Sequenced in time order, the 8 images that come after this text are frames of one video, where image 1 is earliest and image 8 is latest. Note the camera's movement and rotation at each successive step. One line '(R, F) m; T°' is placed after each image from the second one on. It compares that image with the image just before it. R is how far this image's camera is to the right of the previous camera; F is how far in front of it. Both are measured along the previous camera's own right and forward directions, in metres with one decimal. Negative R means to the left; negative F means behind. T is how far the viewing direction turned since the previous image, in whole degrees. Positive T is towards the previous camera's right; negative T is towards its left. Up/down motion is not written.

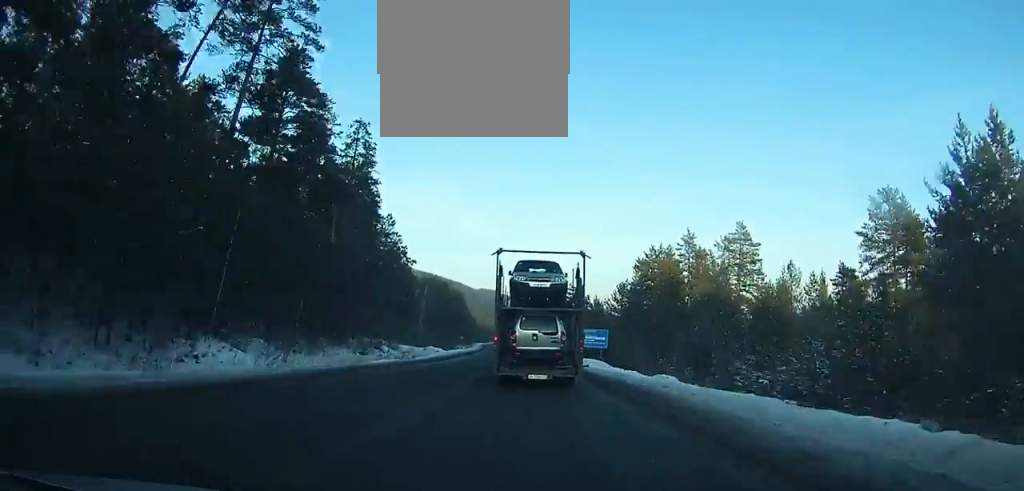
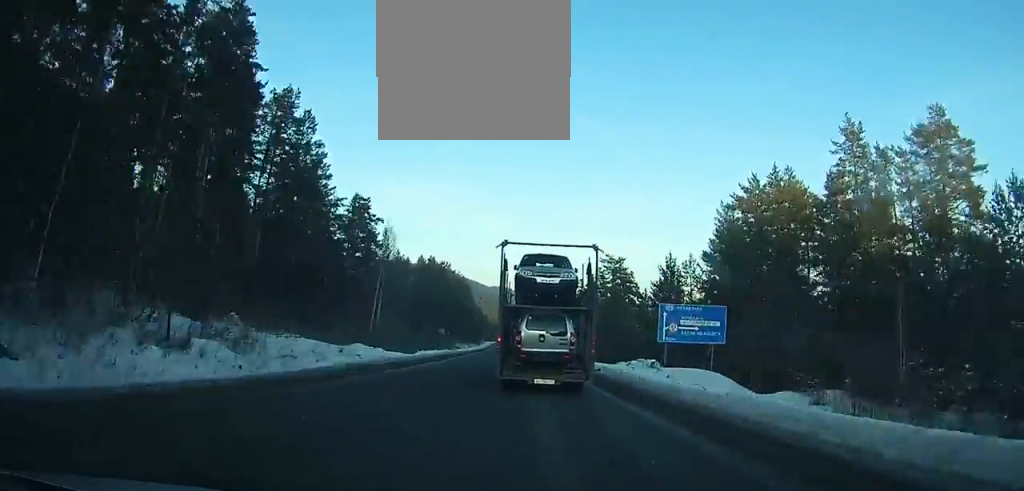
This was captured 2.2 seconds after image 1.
(-1.0, +45.0) m; -2°
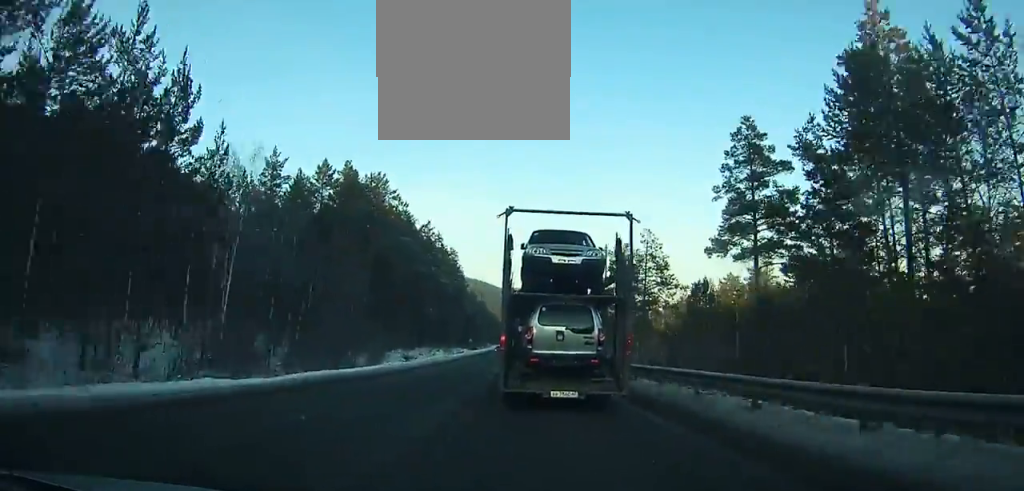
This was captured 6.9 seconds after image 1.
(-0.9, +101.0) m; -1°
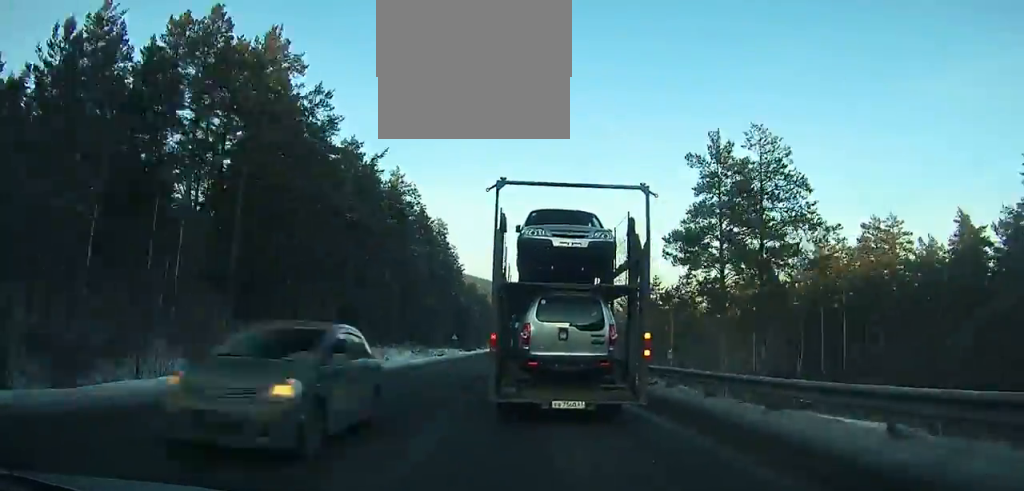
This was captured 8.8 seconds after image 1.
(-0.2, +43.8) m; 0°
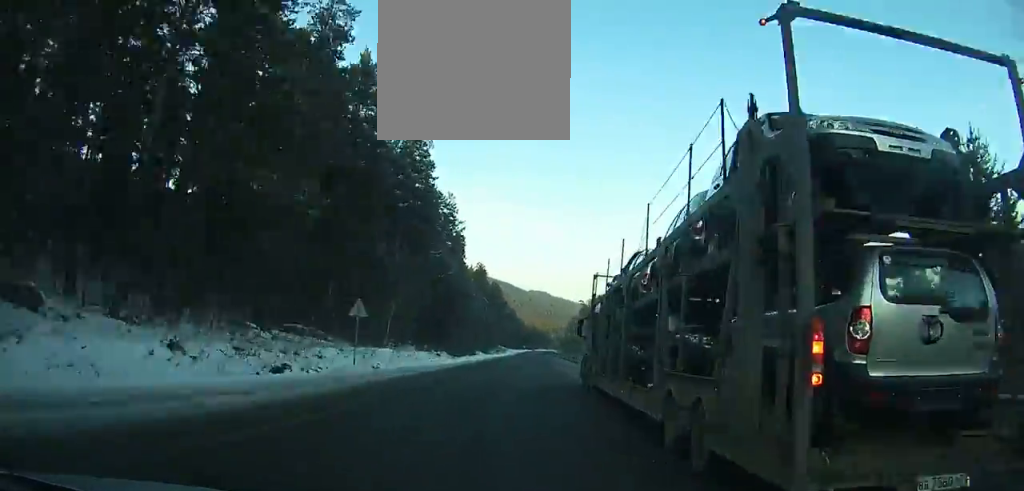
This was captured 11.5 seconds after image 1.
(-0.2, +66.0) m; +1°
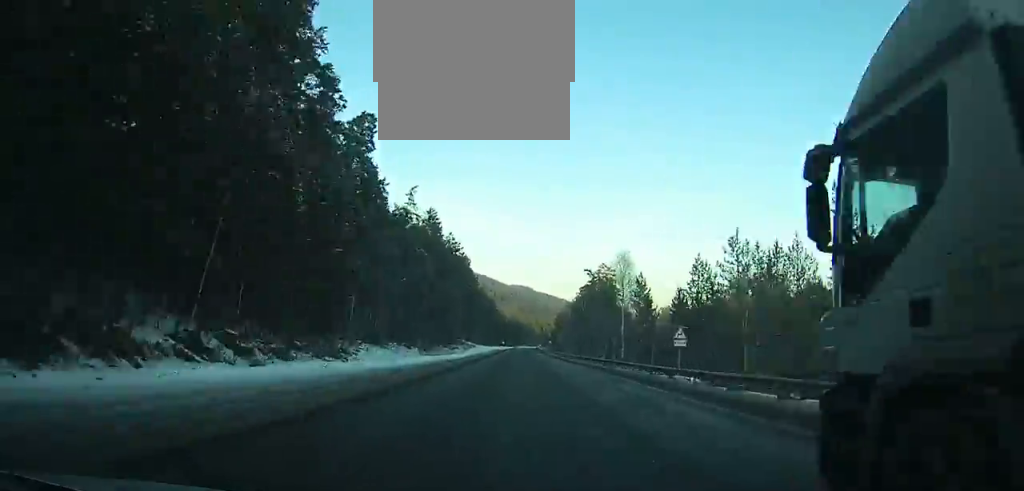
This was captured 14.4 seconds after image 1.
(+1.3, +76.7) m; +1°
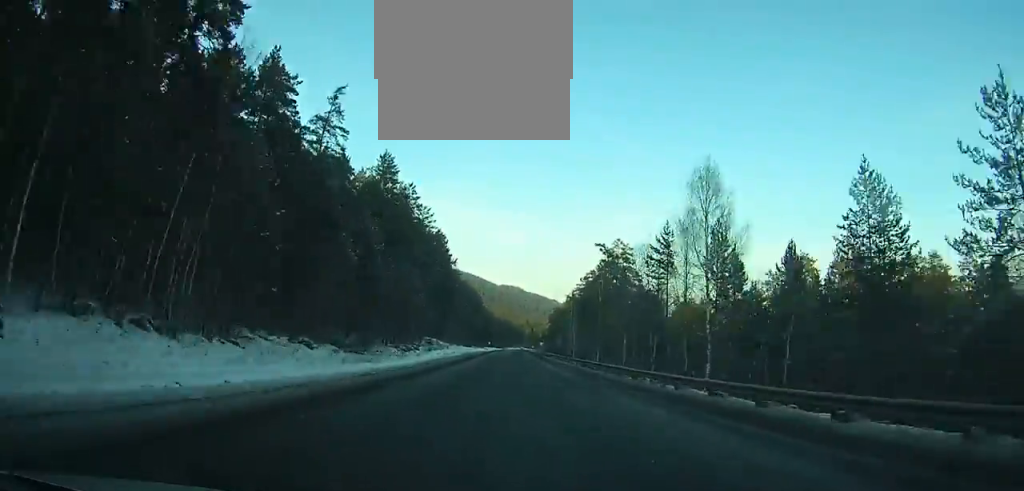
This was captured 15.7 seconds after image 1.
(+0.1, +36.2) m; 0°
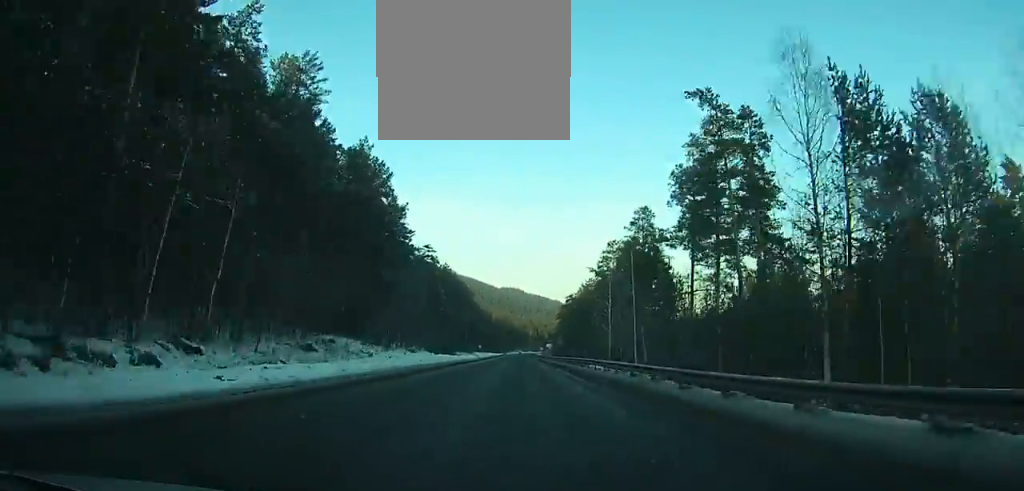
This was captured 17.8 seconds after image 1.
(-0.1, +59.3) m; 0°
